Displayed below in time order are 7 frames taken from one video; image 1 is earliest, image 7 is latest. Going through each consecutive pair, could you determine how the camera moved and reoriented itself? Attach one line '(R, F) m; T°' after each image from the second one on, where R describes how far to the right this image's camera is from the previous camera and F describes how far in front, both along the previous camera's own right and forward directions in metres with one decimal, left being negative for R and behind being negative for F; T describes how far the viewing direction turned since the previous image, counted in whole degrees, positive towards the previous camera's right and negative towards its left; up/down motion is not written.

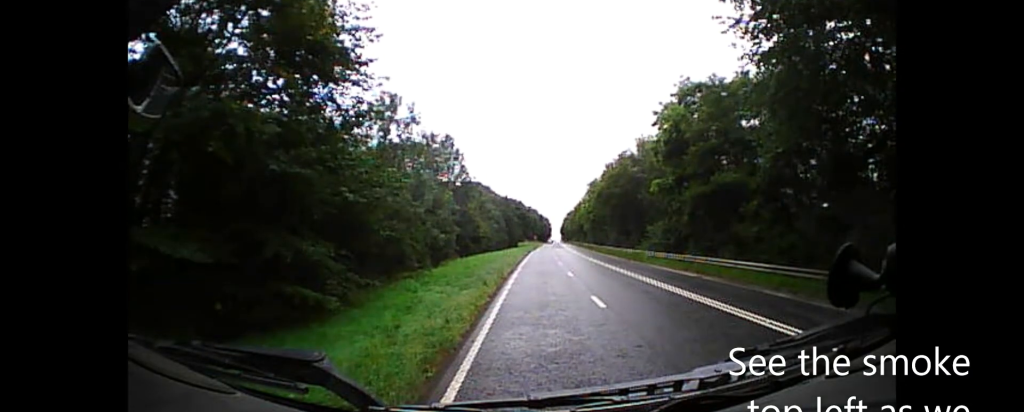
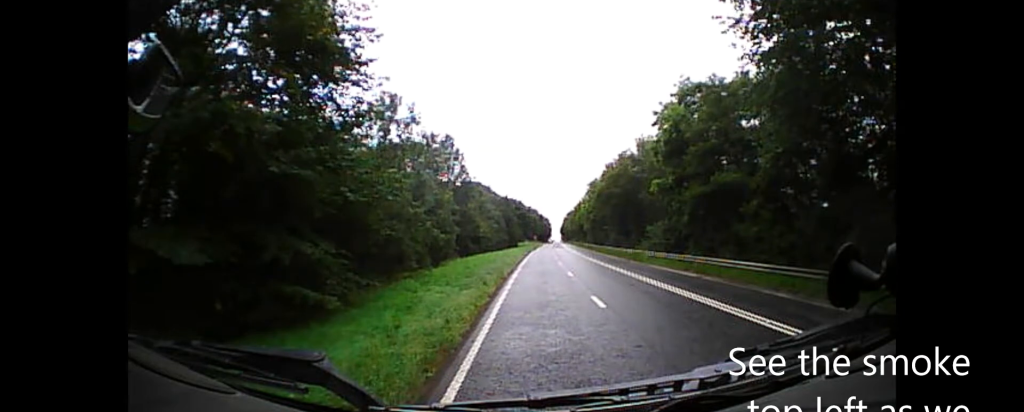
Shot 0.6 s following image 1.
(0.0, +0.5) m; 0°
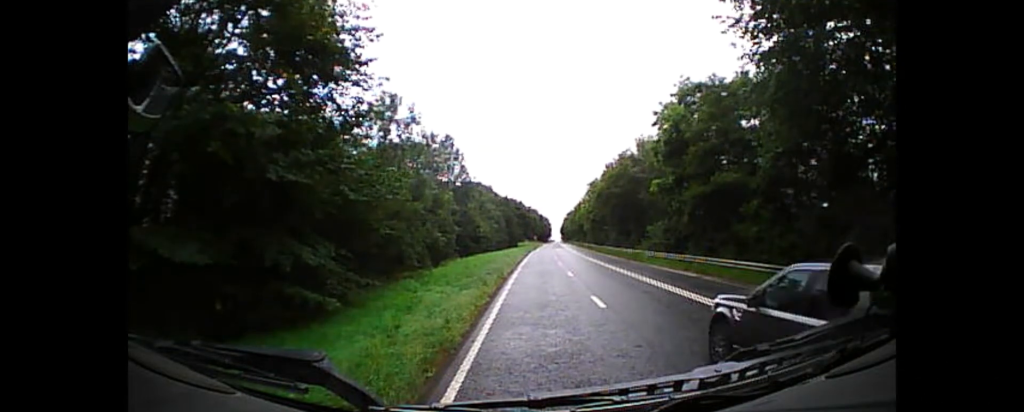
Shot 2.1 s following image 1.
(0.0, +0.1) m; 0°
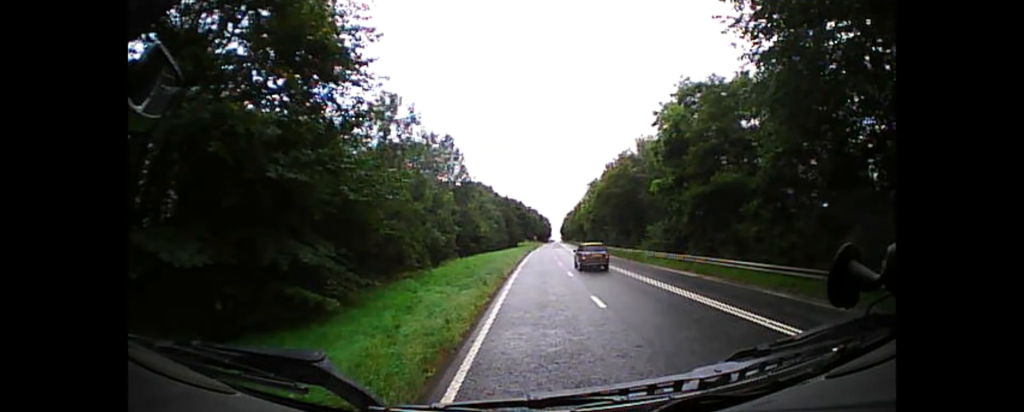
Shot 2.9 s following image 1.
(0.0, 0.0) m; 0°
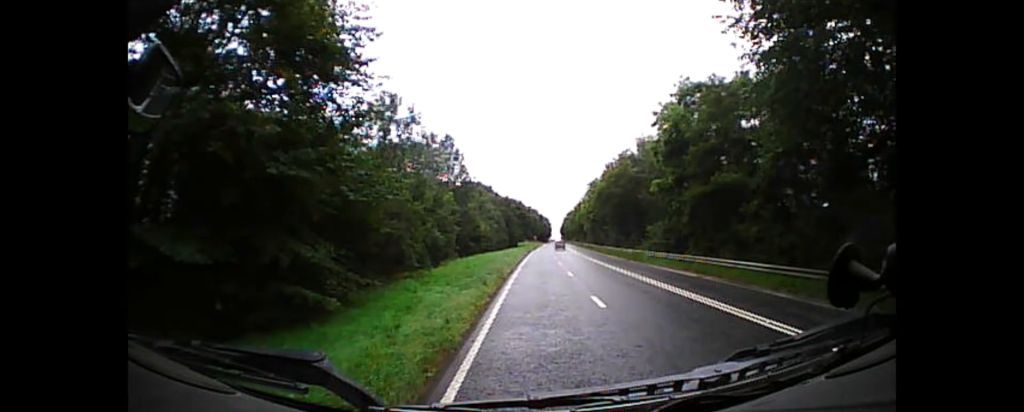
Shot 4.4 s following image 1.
(0.0, 0.0) m; 0°
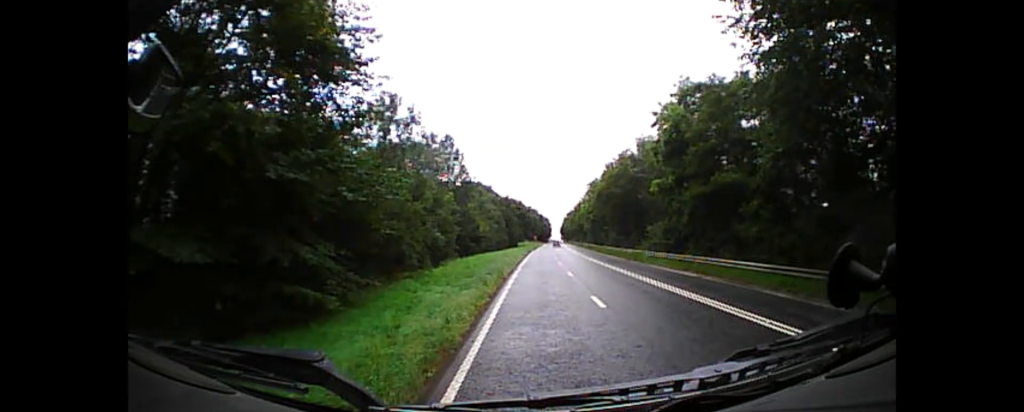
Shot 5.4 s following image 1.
(0.0, 0.0) m; 0°
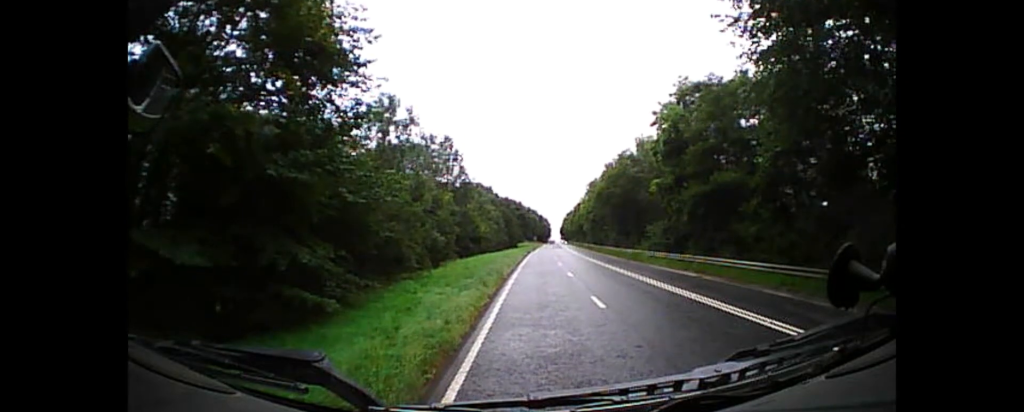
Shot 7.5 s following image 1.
(0.0, 0.0) m; 0°
